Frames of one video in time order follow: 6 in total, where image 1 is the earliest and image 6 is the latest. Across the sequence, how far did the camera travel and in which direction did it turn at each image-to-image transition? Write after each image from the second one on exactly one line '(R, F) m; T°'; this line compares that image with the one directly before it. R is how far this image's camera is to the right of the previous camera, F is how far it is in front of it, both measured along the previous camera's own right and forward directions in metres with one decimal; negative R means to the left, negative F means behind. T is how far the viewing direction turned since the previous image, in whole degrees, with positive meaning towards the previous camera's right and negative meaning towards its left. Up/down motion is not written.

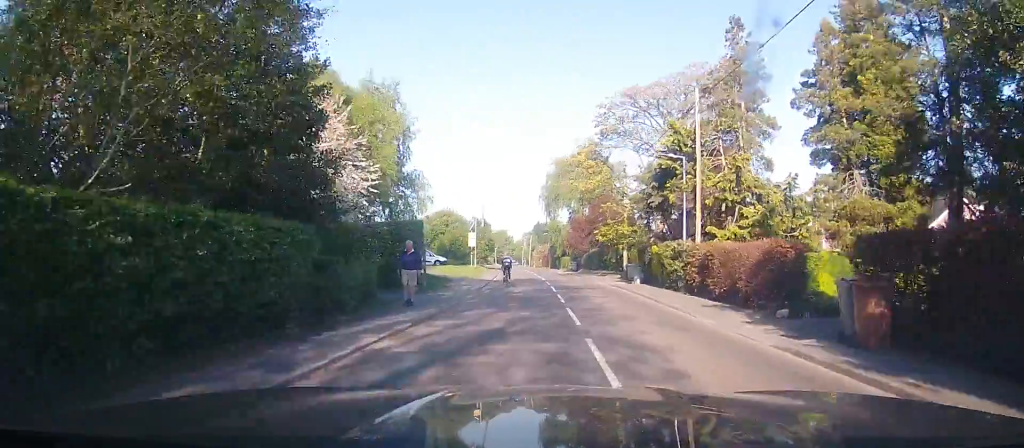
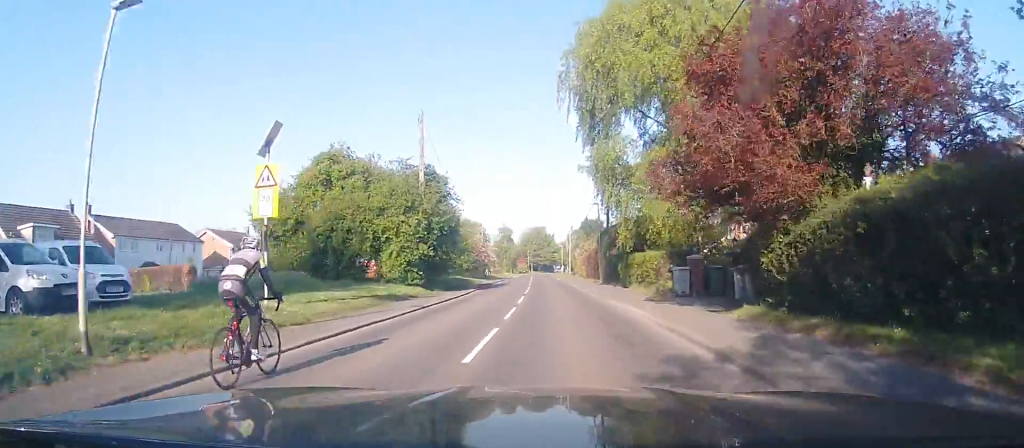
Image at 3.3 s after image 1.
(-0.1, +49.2) m; 0°
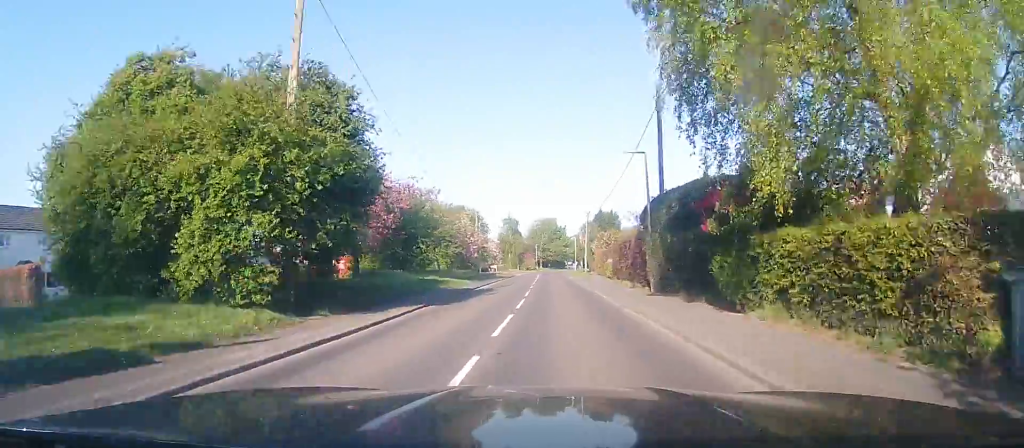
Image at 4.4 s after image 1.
(+0.5, +16.0) m; -2°
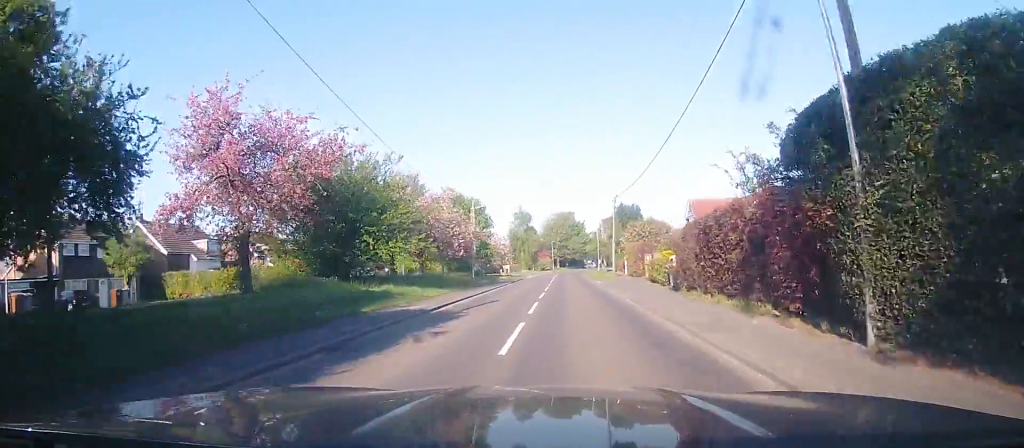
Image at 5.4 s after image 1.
(-1.0, +14.0) m; -4°
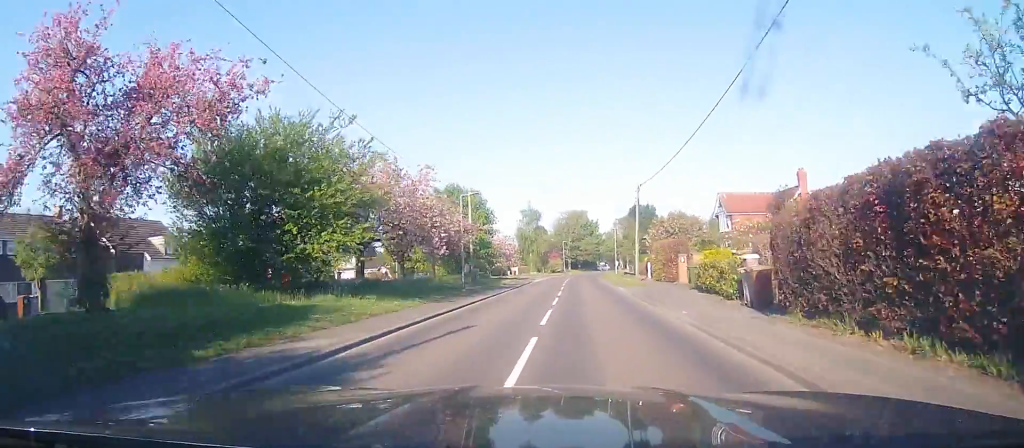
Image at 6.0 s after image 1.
(0.0, +8.3) m; 0°
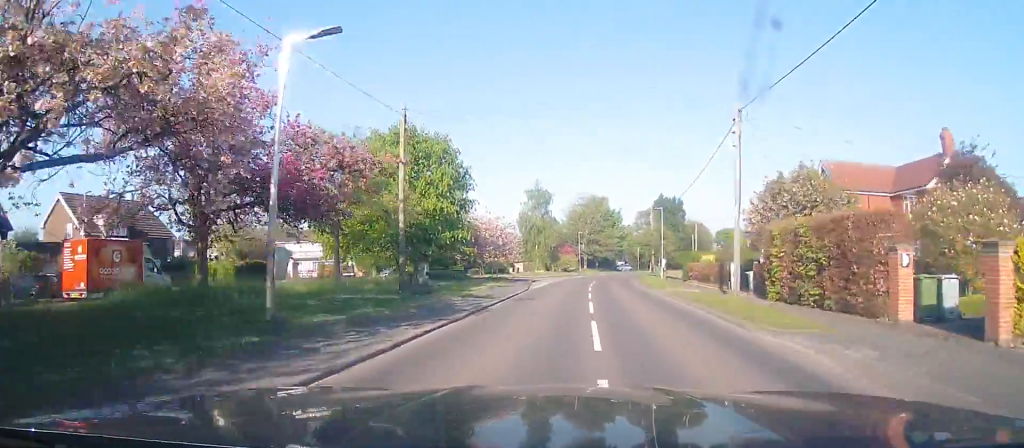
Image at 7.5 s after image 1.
(0.0, +21.6) m; 0°
